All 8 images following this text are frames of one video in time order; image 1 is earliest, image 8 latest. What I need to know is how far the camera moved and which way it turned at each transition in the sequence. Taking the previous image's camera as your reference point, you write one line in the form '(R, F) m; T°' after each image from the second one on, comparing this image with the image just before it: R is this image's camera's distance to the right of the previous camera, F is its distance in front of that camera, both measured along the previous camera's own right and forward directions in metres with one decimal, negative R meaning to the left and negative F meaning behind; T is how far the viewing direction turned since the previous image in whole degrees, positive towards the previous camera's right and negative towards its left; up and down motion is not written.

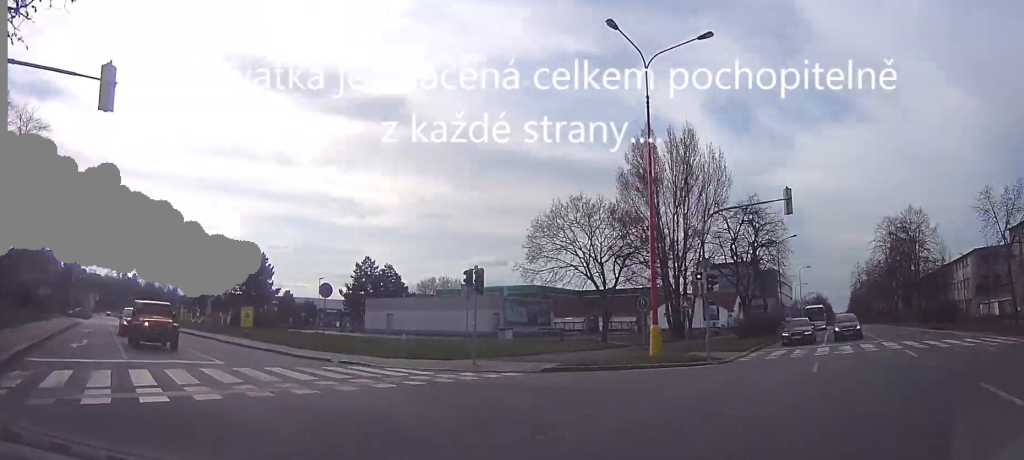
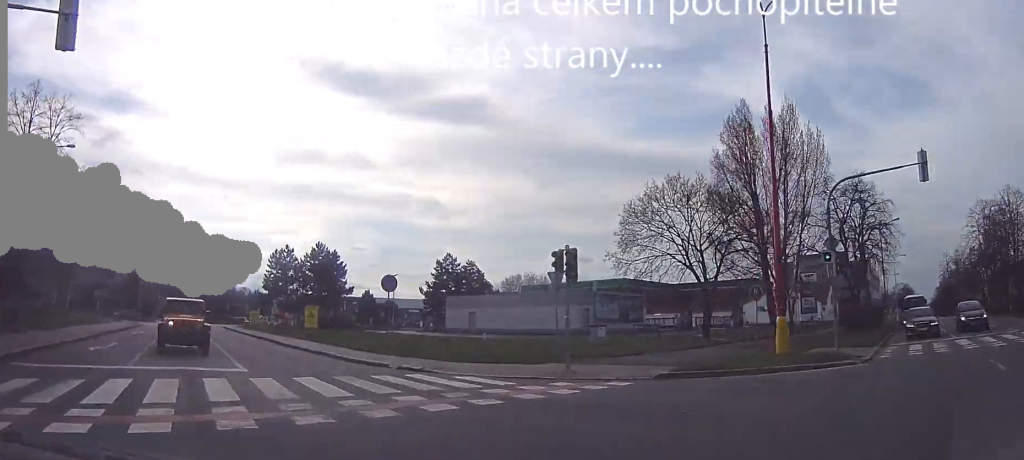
(-0.3, +4.1) m; -9°
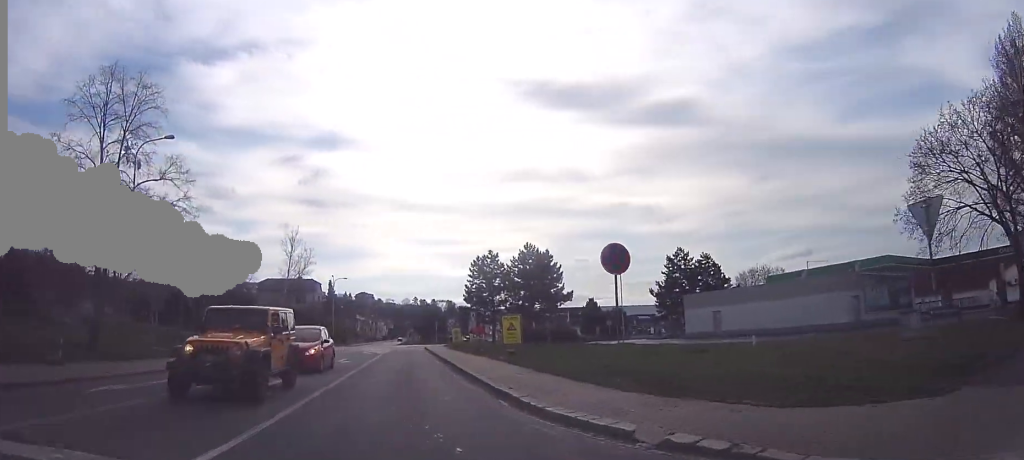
(-2.0, +9.7) m; -23°
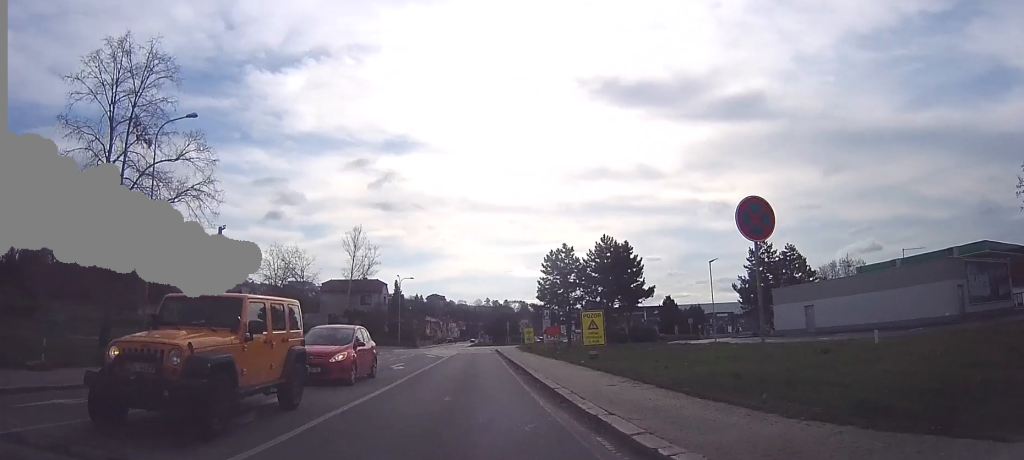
(-0.3, +3.9) m; -8°
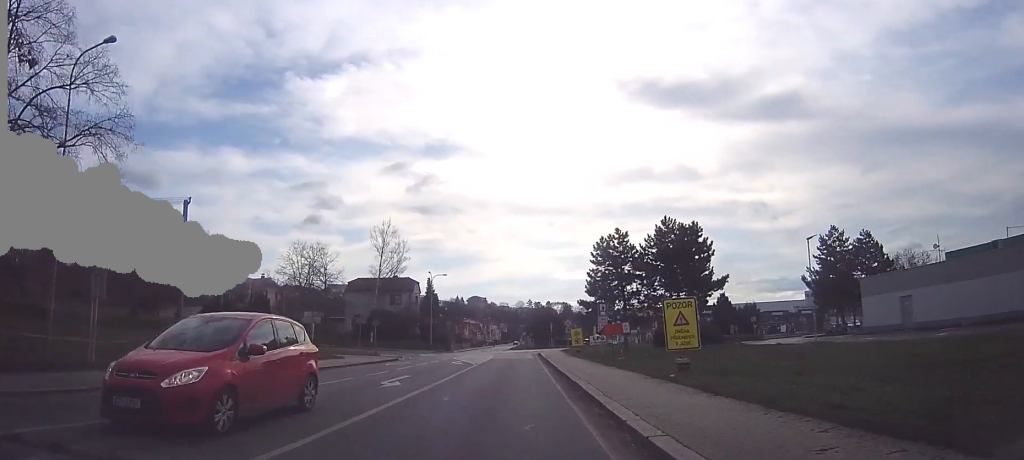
(-0.6, +7.1) m; -9°
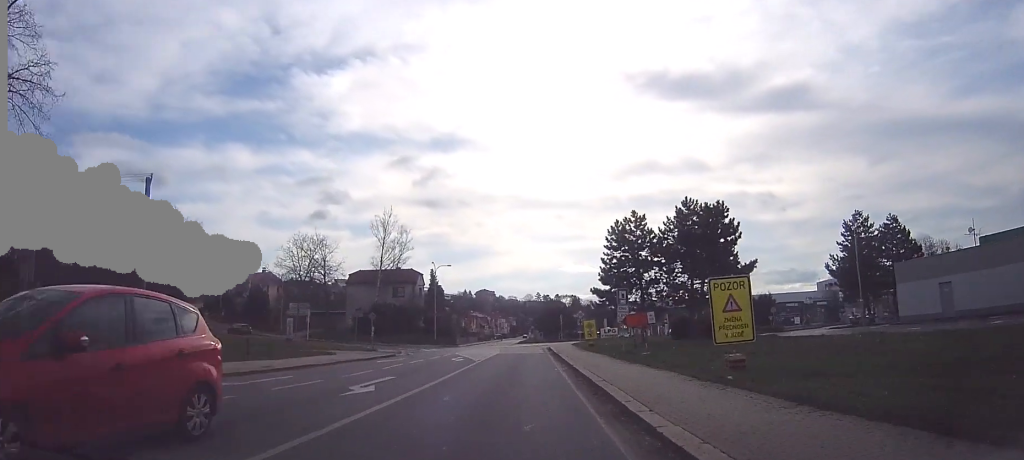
(-0.6, +3.1) m; -1°
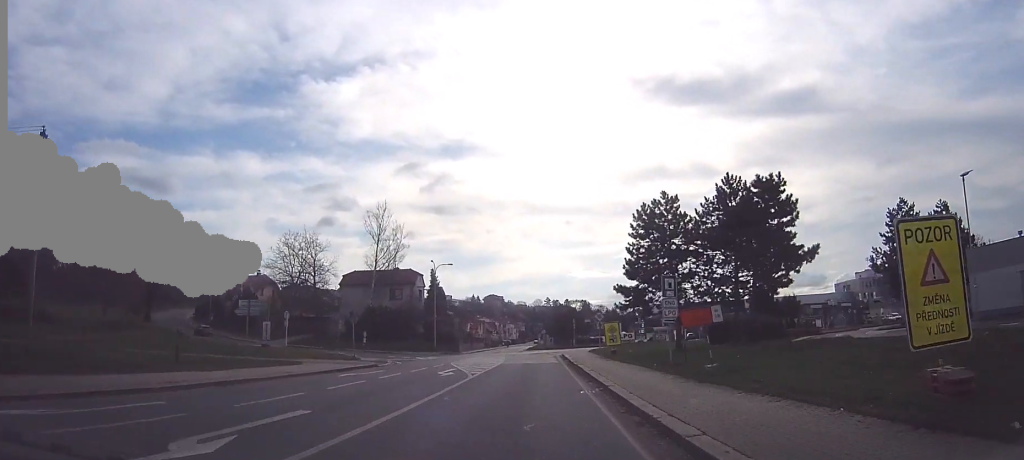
(+0.6, +6.1) m; -1°
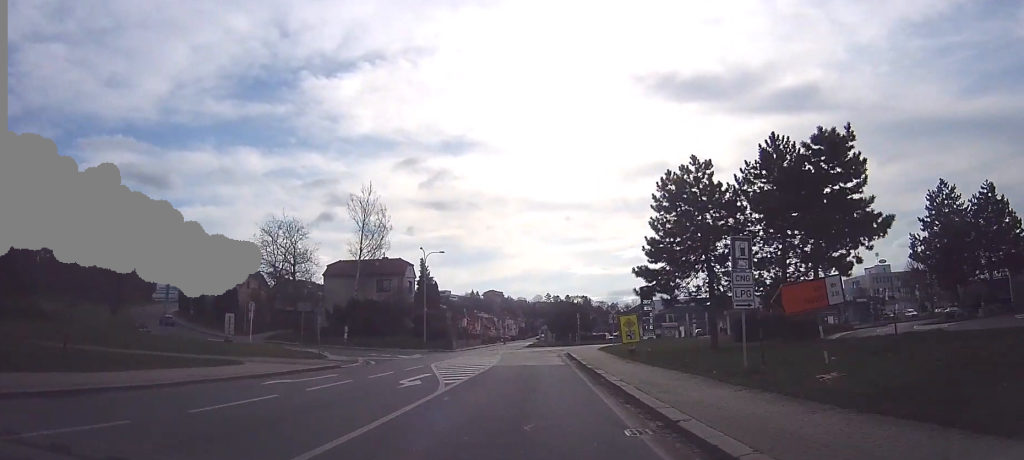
(-0.3, +5.5) m; -3°
